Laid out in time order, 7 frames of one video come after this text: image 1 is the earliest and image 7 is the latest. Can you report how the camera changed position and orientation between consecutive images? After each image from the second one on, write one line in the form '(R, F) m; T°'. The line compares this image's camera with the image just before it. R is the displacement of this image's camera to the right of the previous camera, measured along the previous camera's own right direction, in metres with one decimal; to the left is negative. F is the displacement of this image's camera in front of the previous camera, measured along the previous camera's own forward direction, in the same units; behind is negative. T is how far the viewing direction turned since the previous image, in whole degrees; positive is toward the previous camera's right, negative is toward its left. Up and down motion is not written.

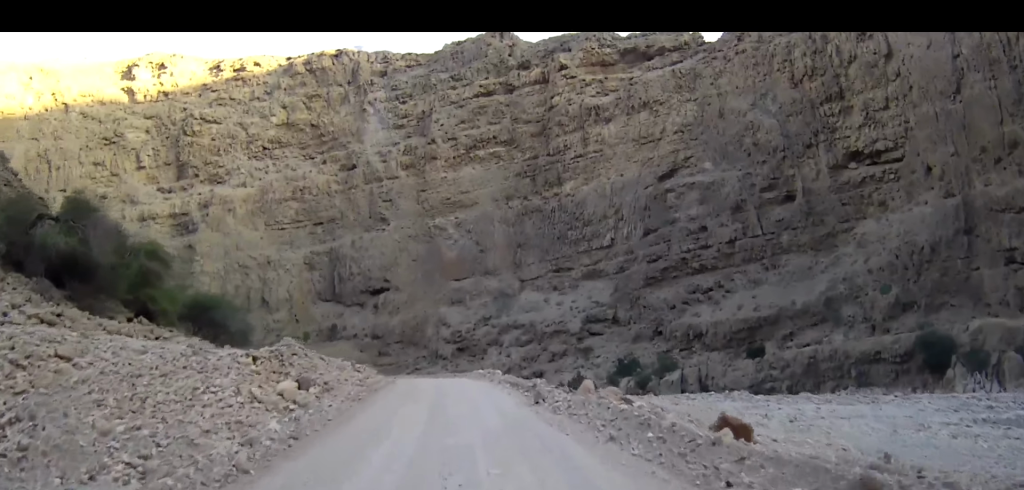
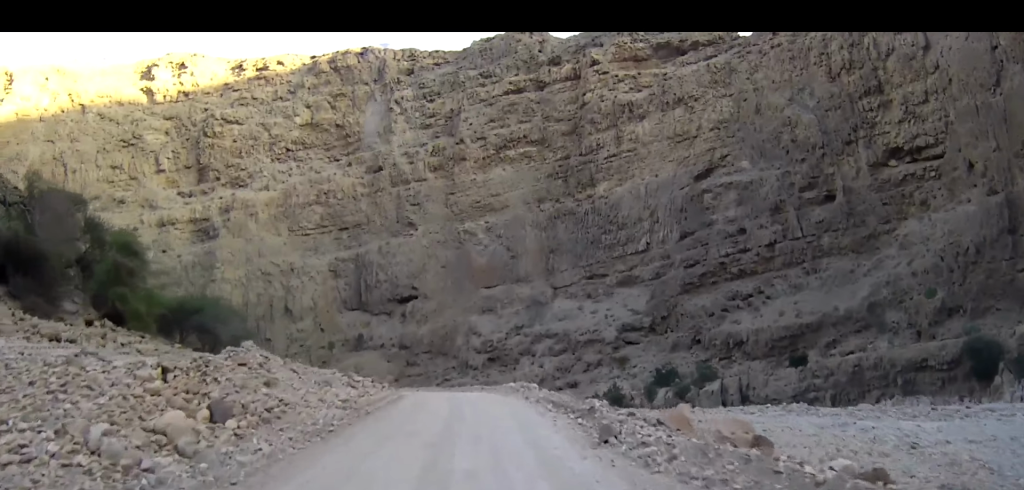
(-0.2, +7.4) m; -2°
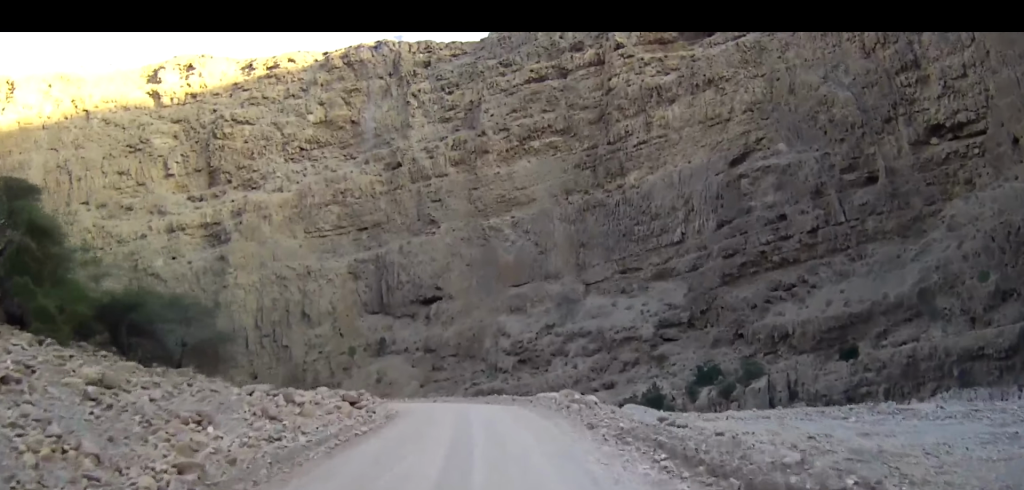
(-0.3, +10.8) m; -2°
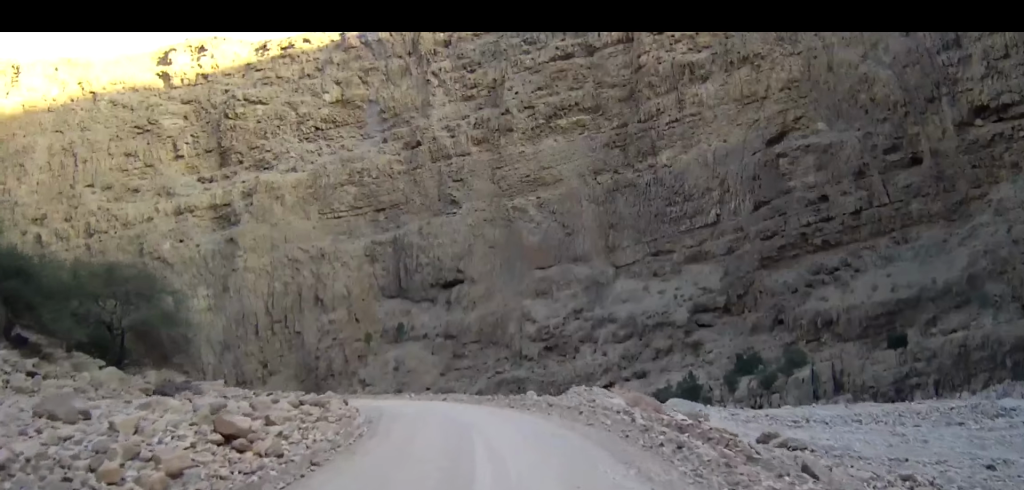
(-0.2, +11.5) m; -2°
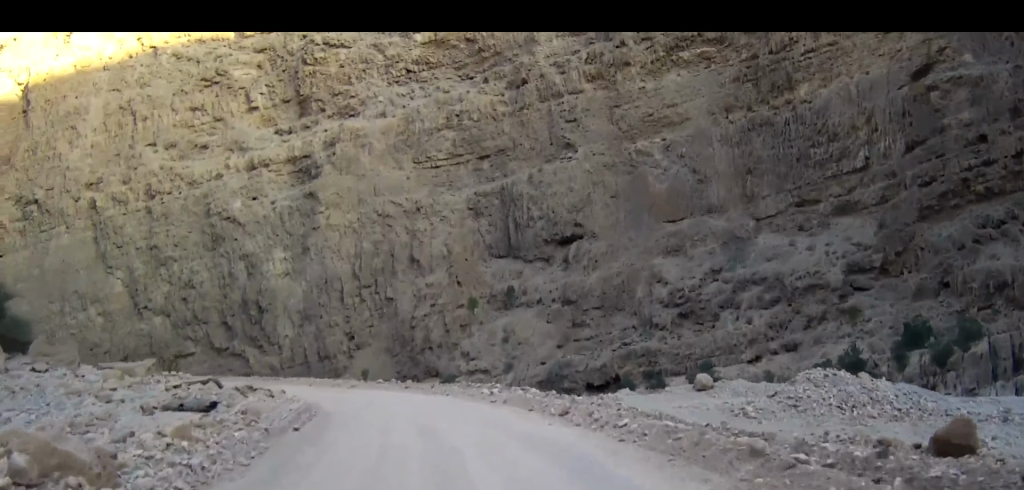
(-1.9, +28.9) m; -10°
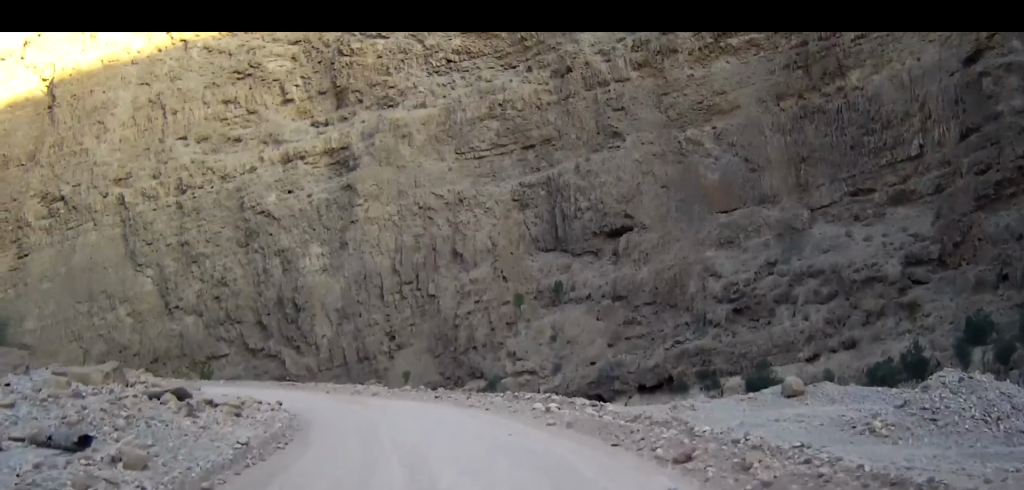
(-0.3, +7.7) m; -4°
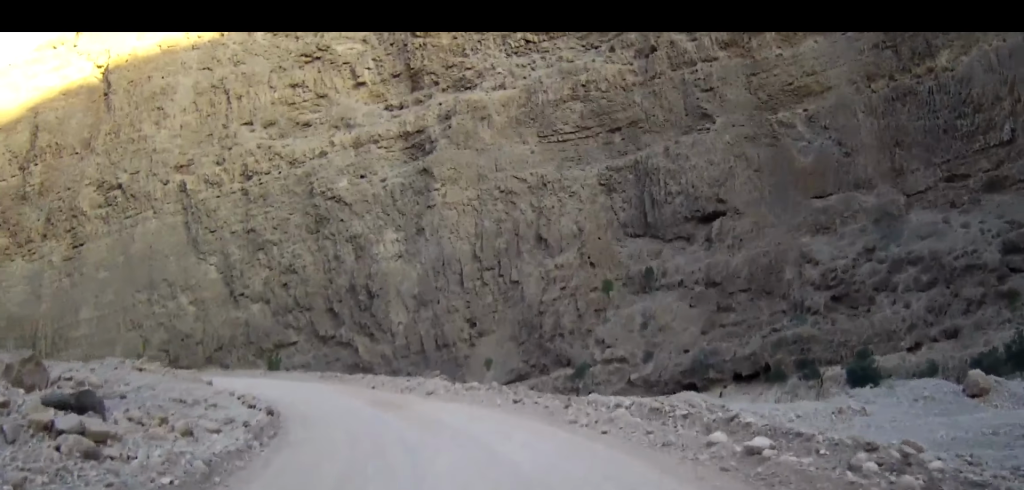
(-0.4, +10.2) m; -6°
